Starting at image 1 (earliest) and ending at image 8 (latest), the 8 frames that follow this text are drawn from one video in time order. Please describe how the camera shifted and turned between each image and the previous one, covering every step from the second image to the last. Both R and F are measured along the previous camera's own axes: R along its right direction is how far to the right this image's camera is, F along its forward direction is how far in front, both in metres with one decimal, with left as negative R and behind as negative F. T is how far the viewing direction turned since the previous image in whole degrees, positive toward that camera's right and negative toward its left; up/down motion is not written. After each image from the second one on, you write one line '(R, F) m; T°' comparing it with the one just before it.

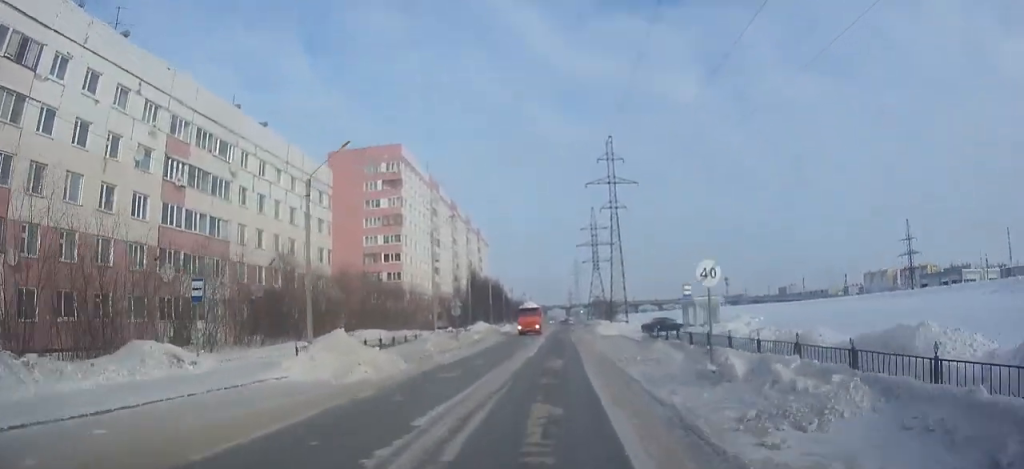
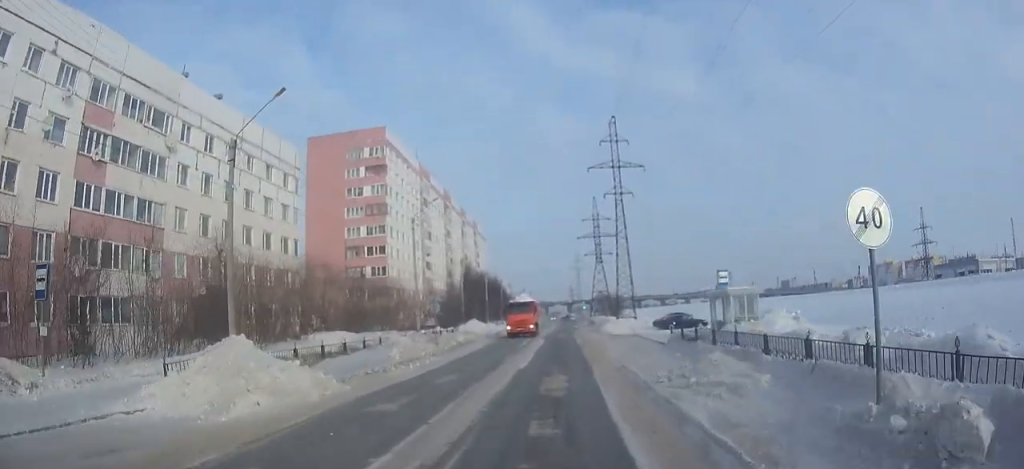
(-0.1, +8.2) m; 0°
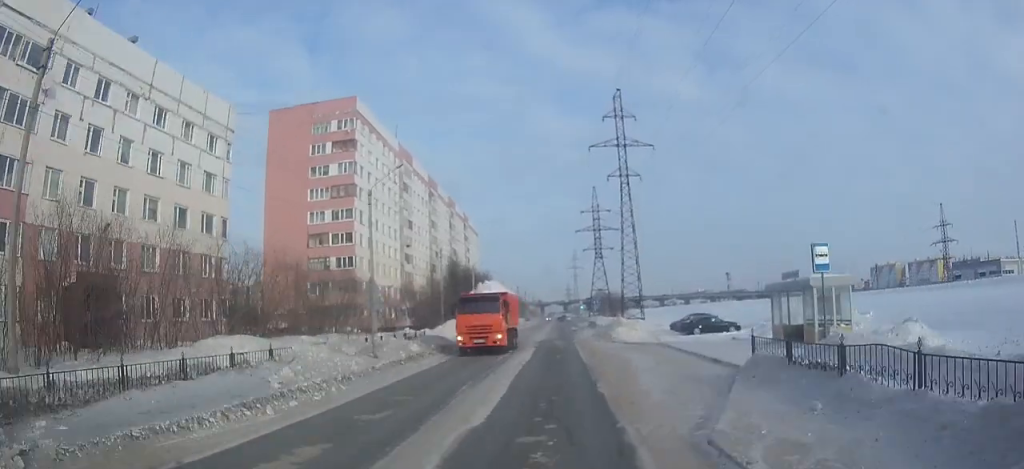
(0.0, +12.0) m; 0°
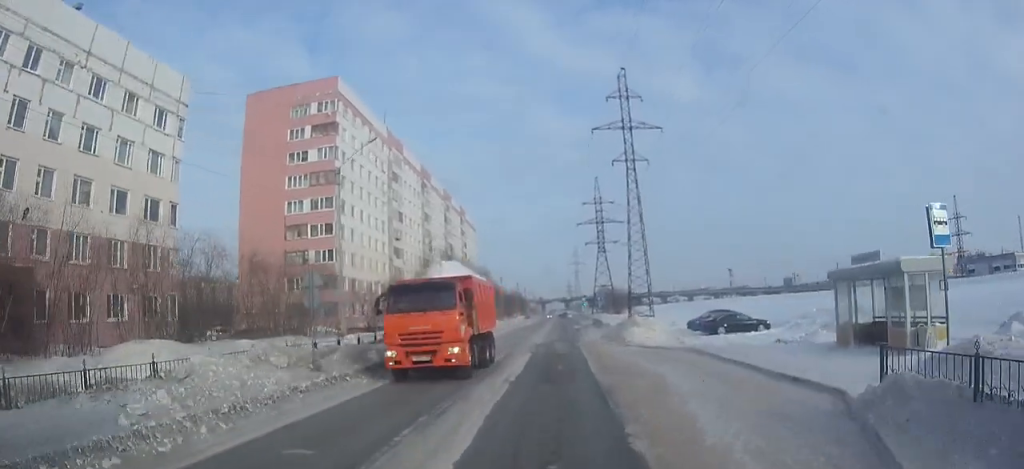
(0.0, +6.5) m; 0°
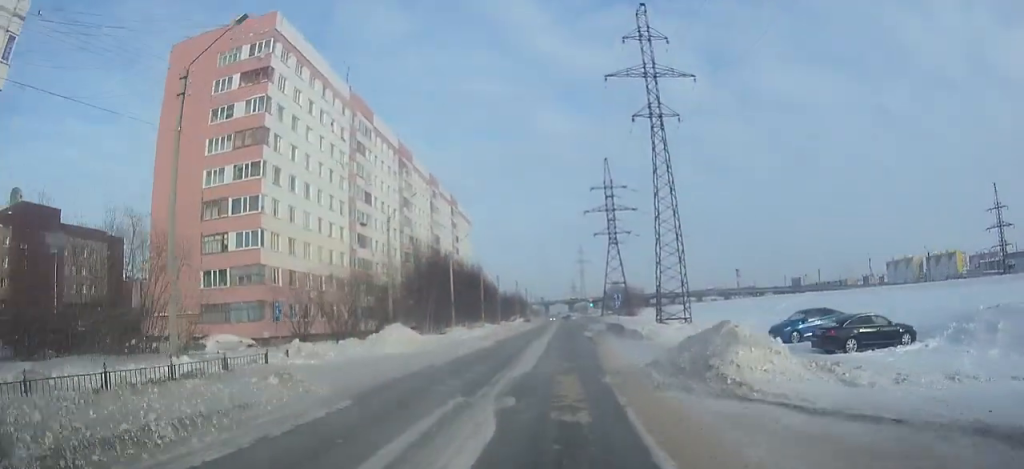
(0.0, +17.4) m; 0°
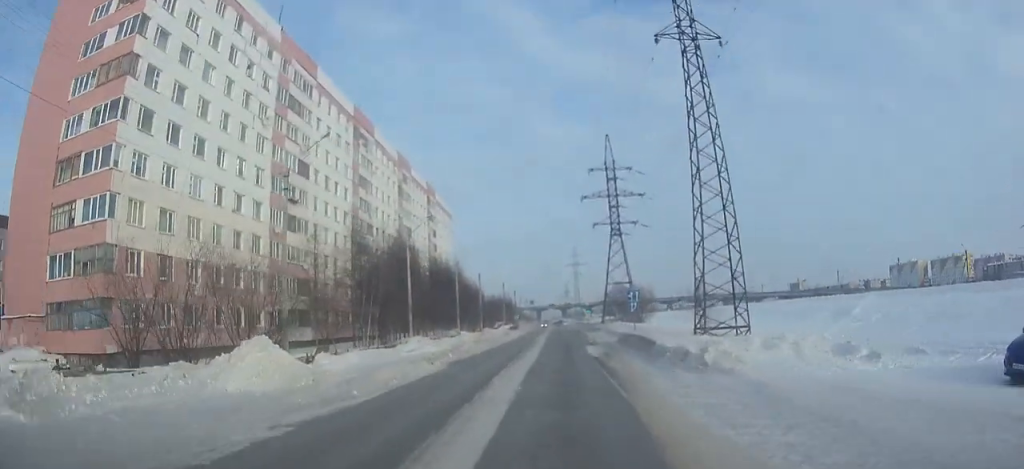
(0.0, +17.8) m; 0°
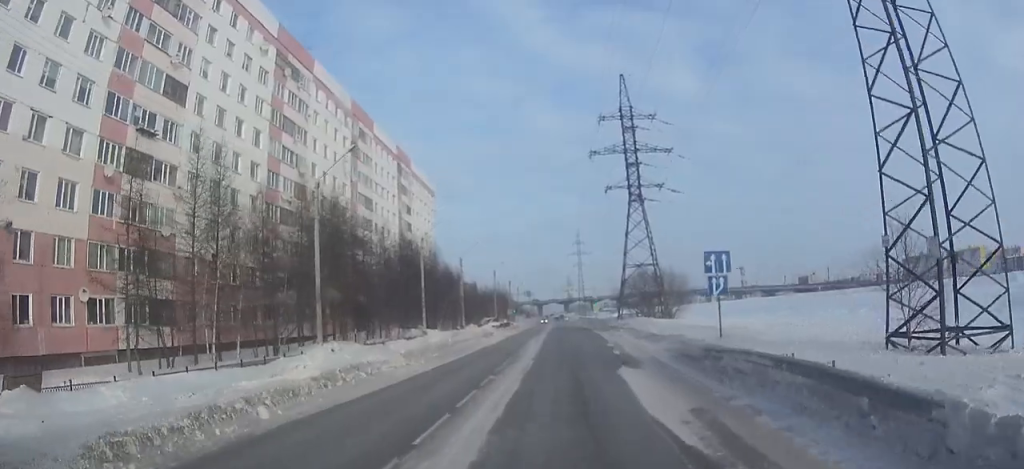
(0.0, +22.1) m; 0°
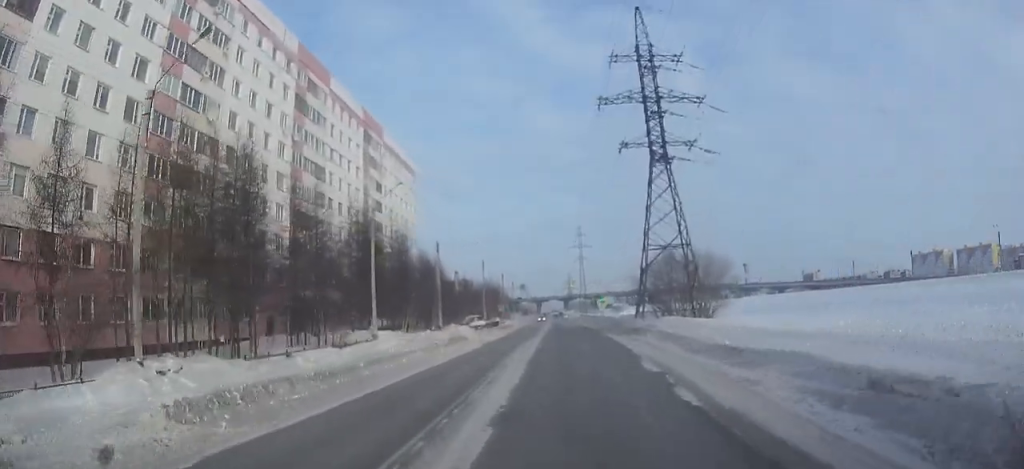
(-0.1, +16.3) m; 0°
